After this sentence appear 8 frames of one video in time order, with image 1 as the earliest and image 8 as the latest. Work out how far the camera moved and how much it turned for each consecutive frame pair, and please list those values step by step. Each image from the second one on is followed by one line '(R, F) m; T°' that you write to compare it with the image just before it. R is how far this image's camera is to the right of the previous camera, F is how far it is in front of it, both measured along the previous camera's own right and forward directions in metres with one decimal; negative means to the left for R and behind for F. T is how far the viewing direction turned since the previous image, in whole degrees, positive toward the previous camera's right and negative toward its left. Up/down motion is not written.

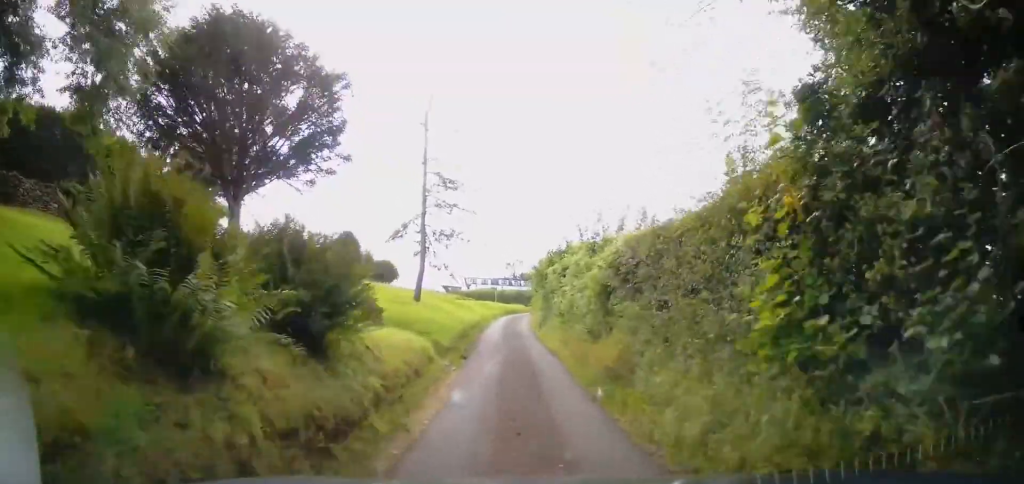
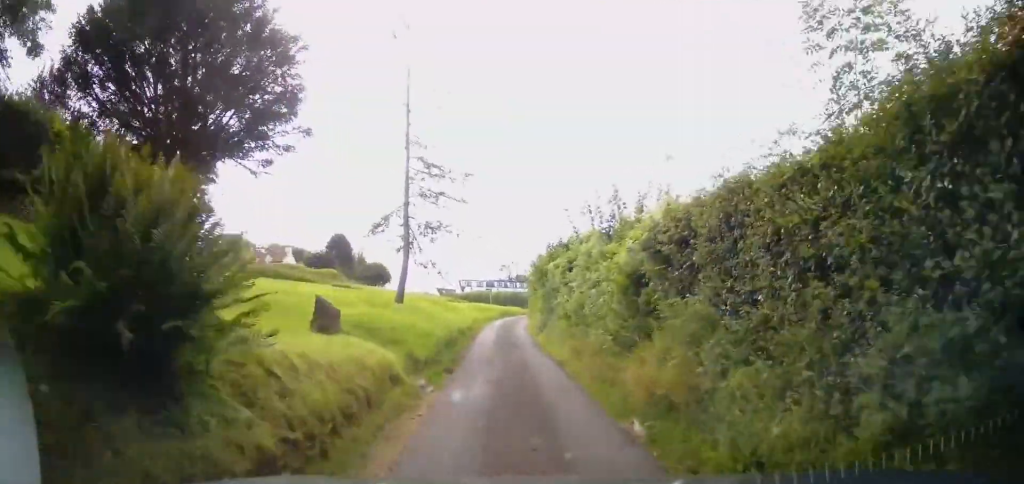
(0.0, +3.1) m; 0°
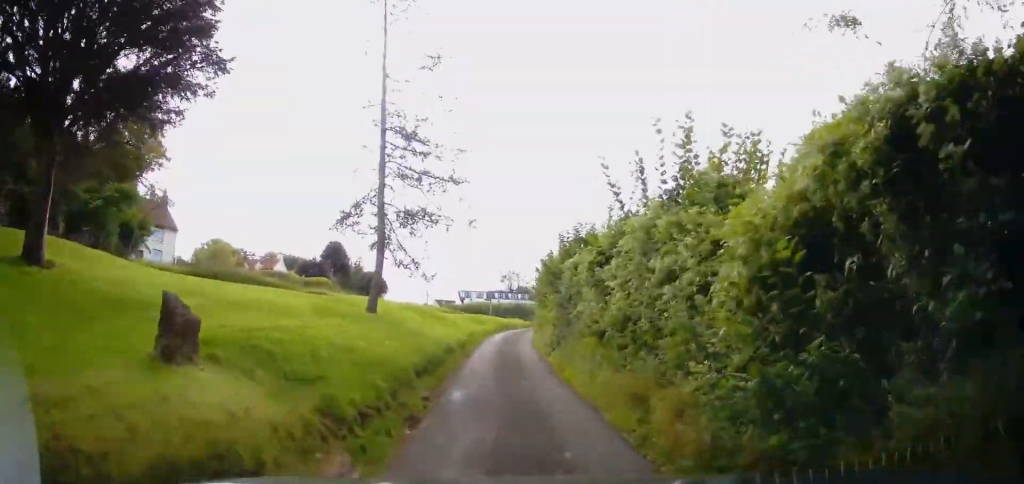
(0.0, +4.9) m; 0°
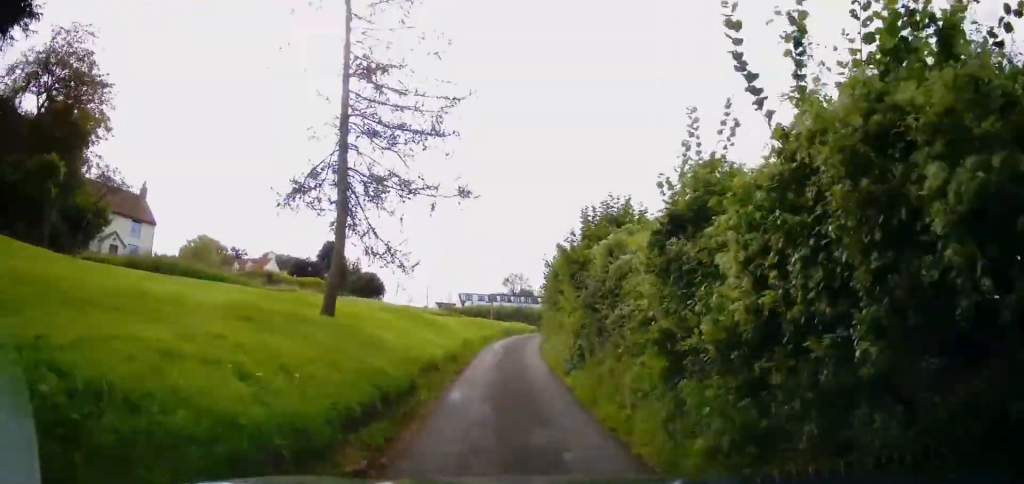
(0.0, +4.3) m; 0°
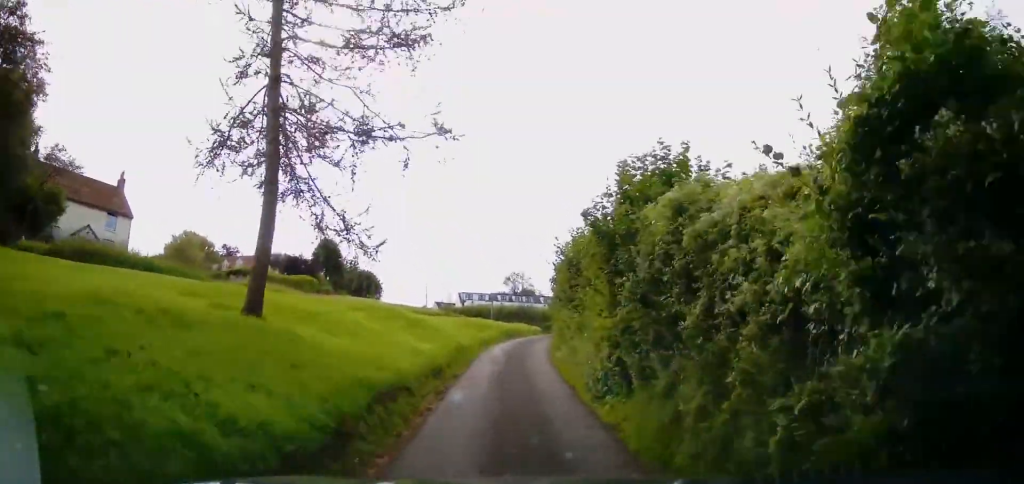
(0.0, +4.0) m; 0°
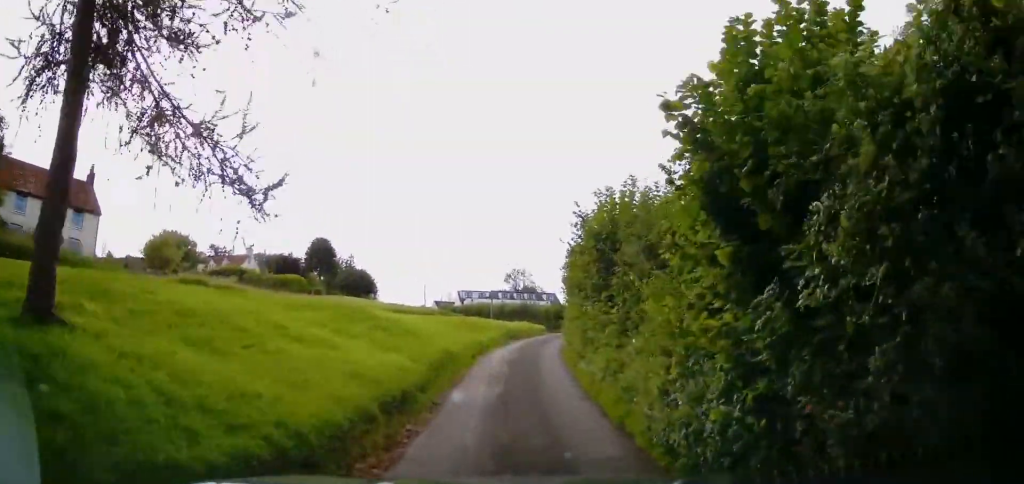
(0.0, +4.8) m; -2°
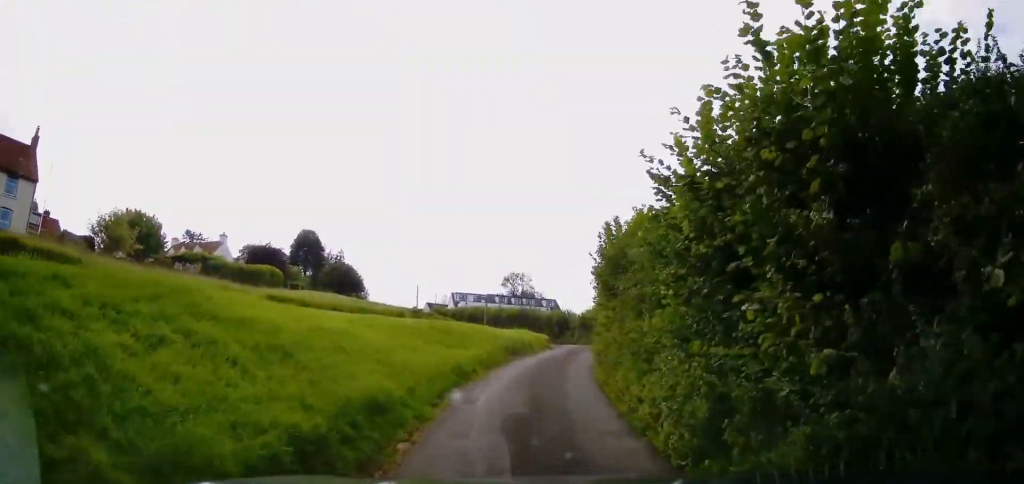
(-0.4, +8.3) m; -2°
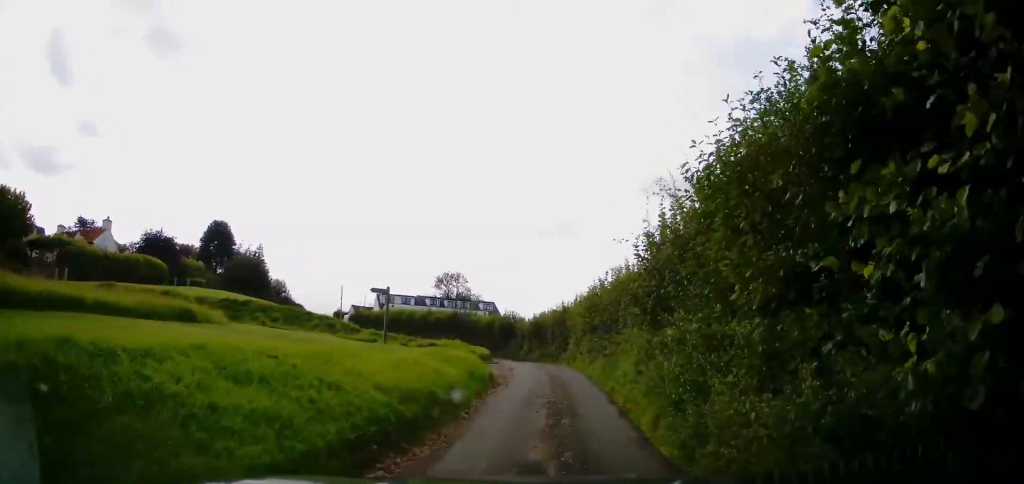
(+0.6, +14.0) m; +8°
